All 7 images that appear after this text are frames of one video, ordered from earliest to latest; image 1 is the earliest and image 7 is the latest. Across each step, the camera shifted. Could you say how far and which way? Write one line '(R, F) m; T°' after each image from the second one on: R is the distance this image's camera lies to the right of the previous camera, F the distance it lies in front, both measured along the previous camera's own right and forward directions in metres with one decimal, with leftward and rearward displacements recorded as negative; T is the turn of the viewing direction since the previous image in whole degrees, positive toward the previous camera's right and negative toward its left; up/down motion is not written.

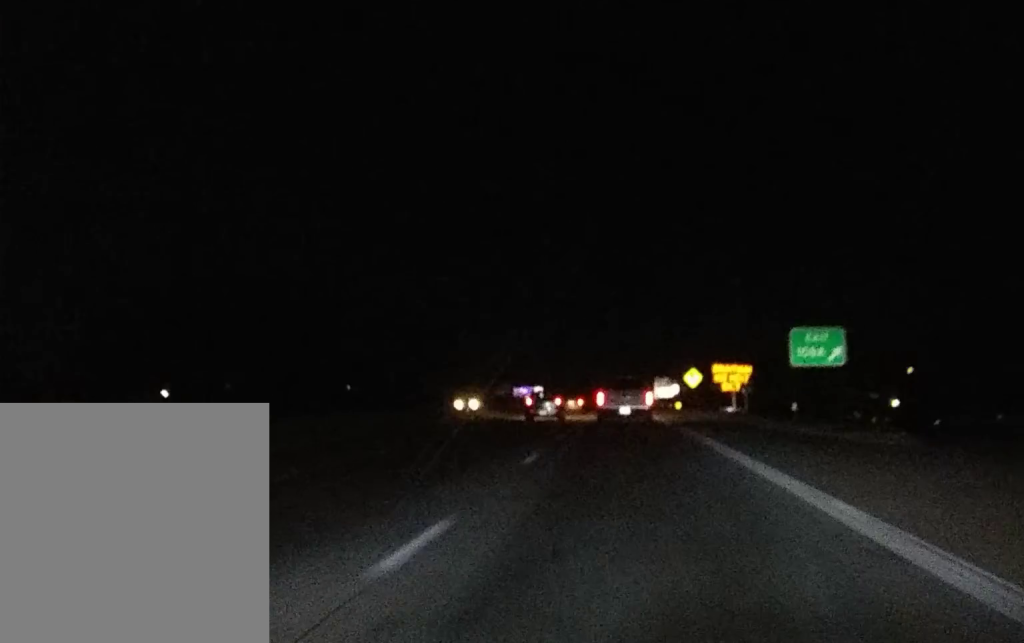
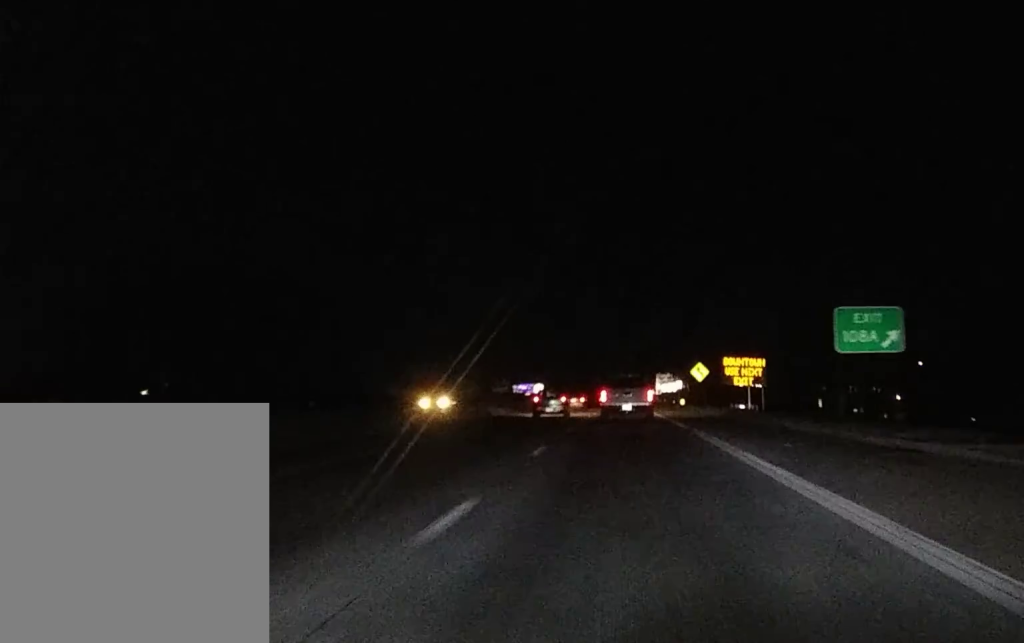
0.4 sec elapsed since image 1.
(0.0, +10.0) m; 0°
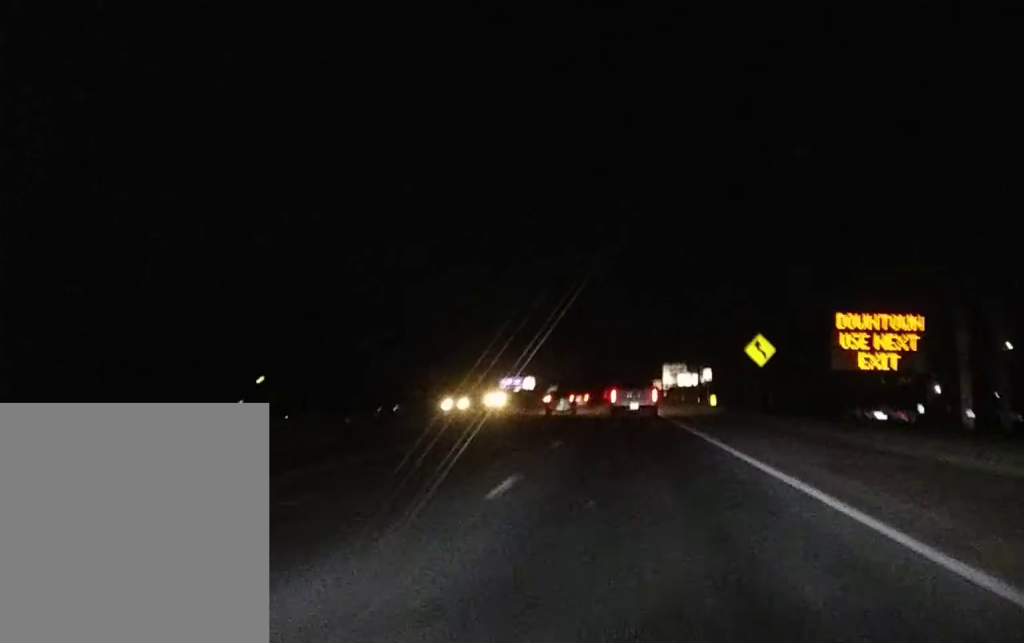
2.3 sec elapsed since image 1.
(0.0, +45.0) m; 0°
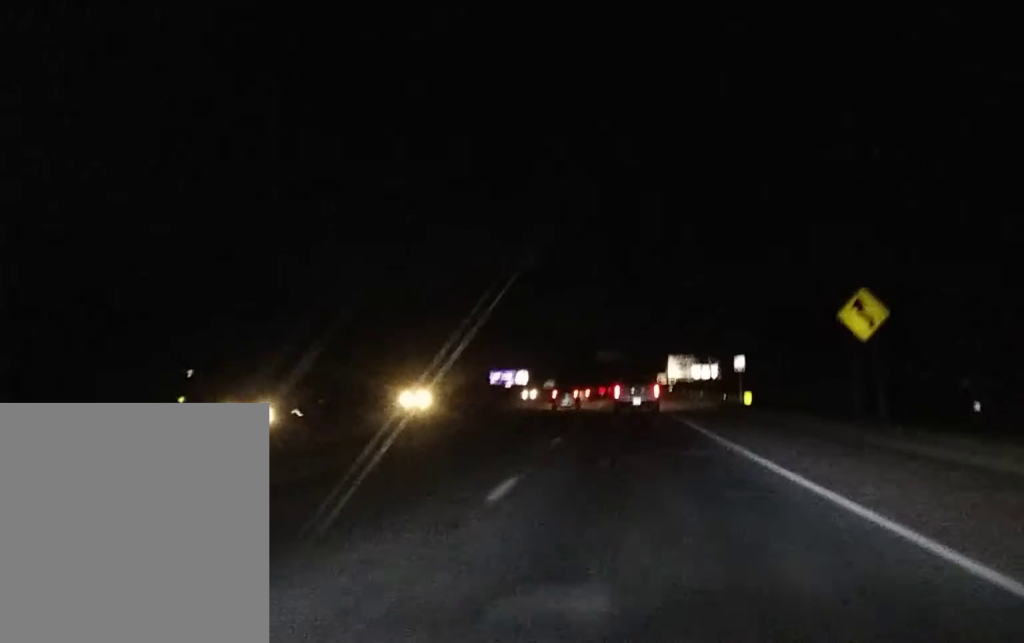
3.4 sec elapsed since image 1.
(0.0, +25.6) m; 0°
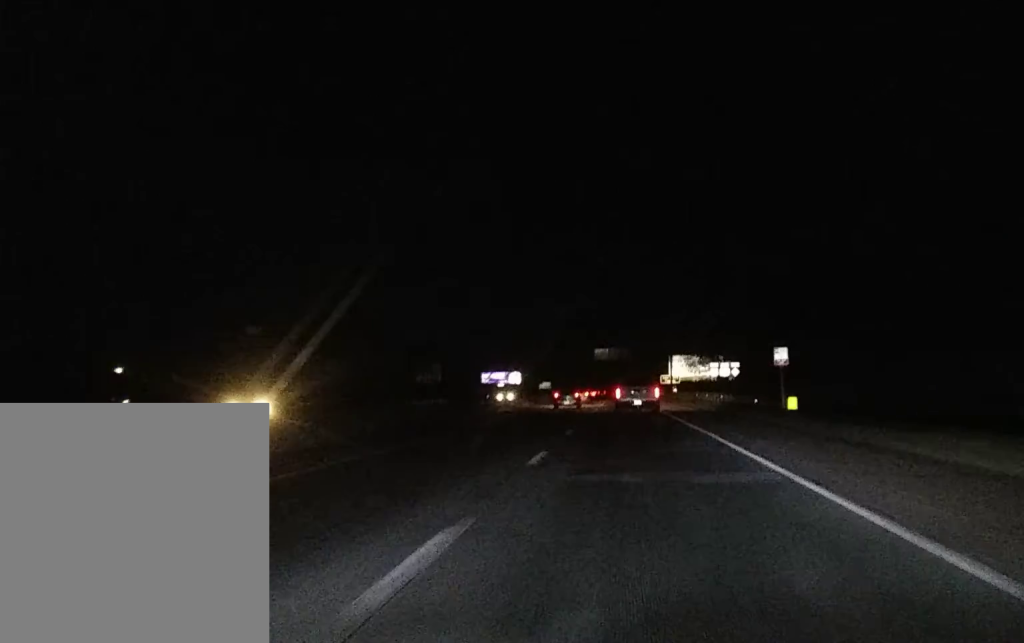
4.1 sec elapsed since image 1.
(-0.1, +17.5) m; 0°
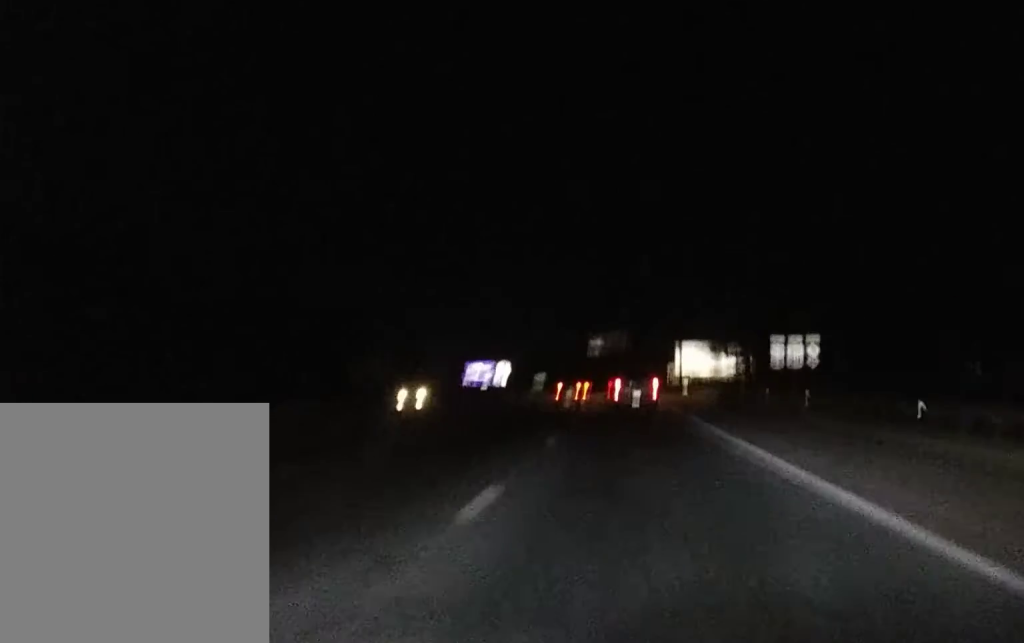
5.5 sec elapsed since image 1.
(0.0, +31.5) m; 0°
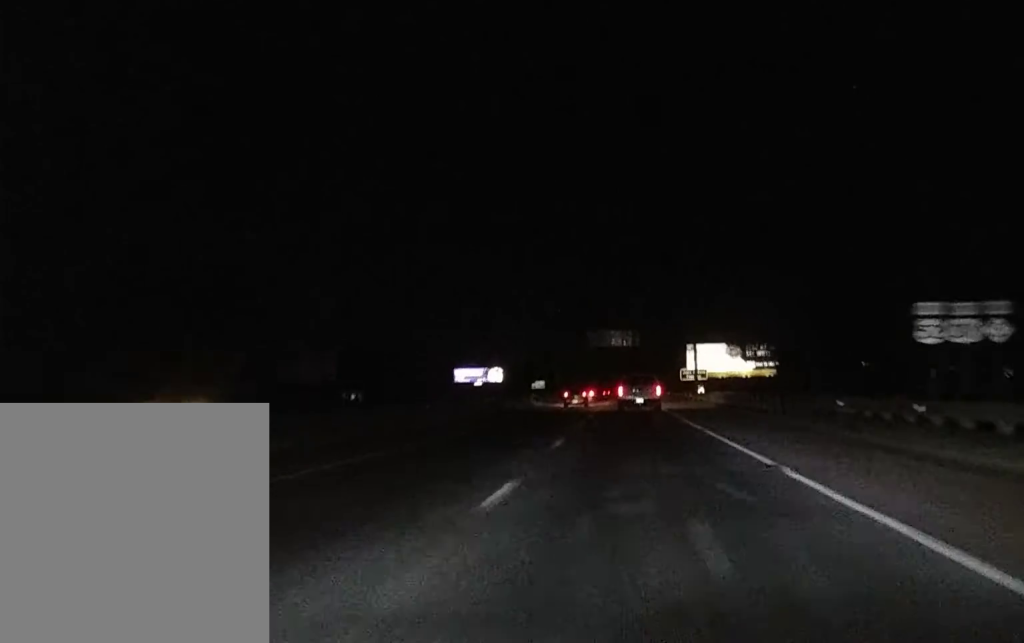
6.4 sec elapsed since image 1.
(0.0, +18.6) m; 0°
